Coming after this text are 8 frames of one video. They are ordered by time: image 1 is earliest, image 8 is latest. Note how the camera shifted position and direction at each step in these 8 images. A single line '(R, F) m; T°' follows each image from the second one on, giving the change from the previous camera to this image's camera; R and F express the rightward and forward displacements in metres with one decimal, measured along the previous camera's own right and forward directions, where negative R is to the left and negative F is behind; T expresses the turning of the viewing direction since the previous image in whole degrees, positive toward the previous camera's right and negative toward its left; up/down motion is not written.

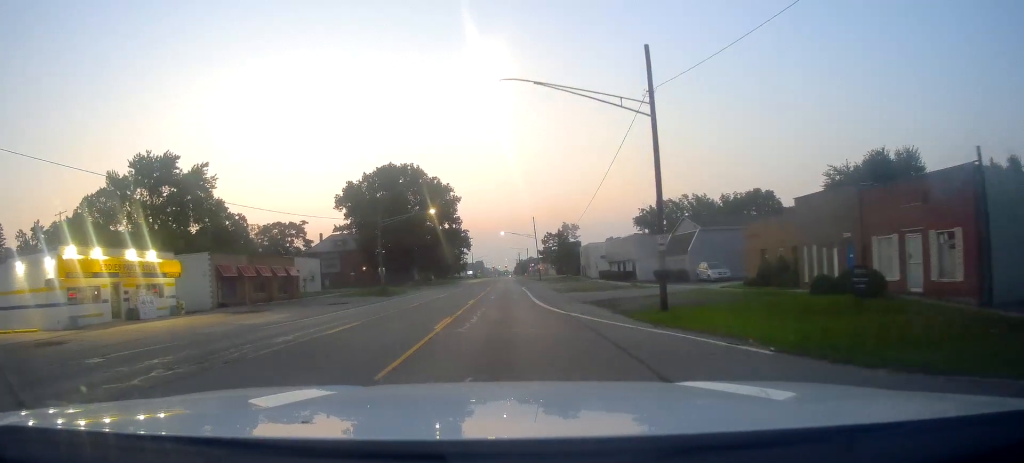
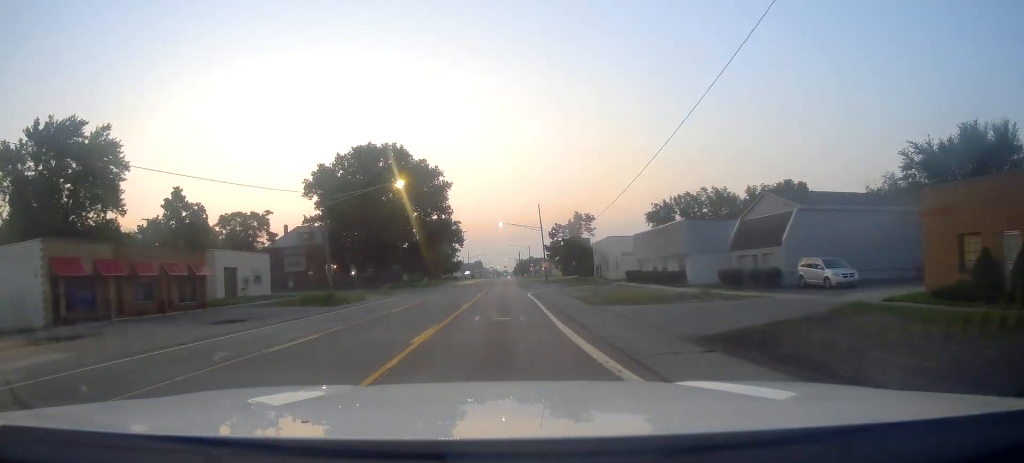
(+0.4, +19.5) m; +1°
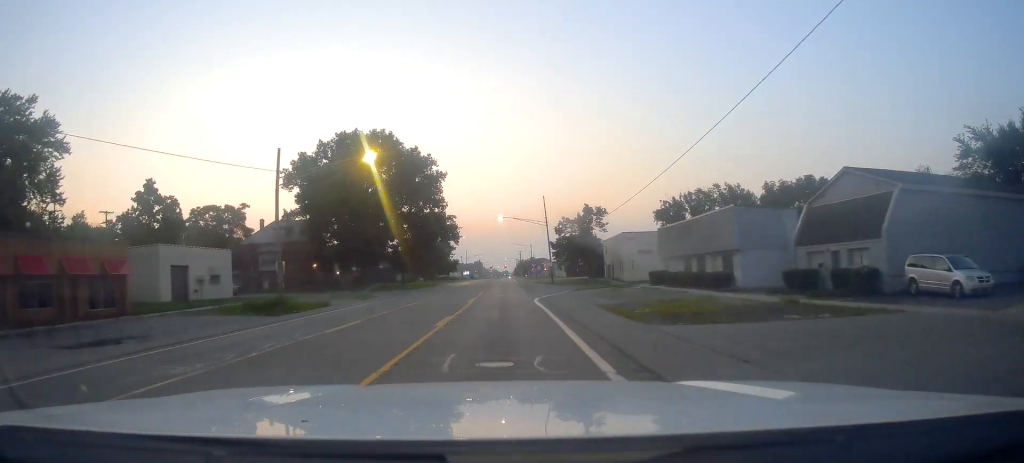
(+0.2, +10.6) m; 0°
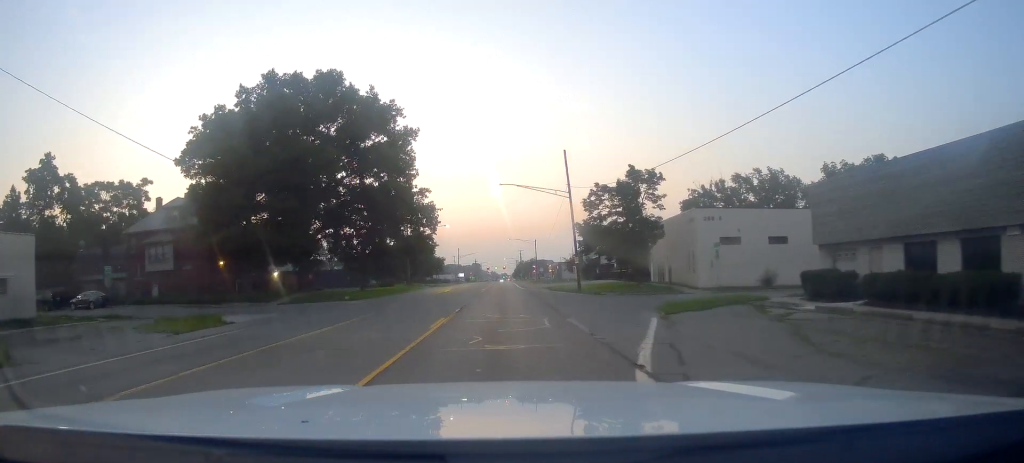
(-0.9, +29.6) m; -2°
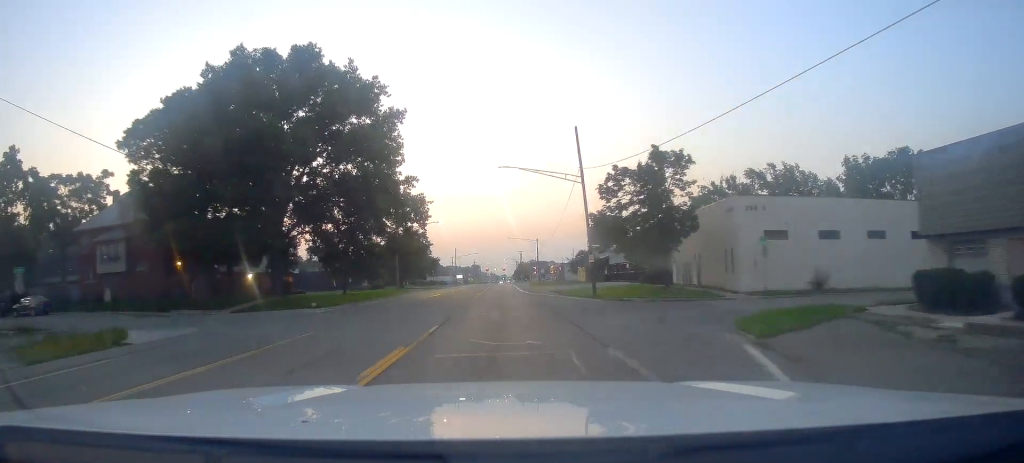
(0.0, +8.3) m; 0°
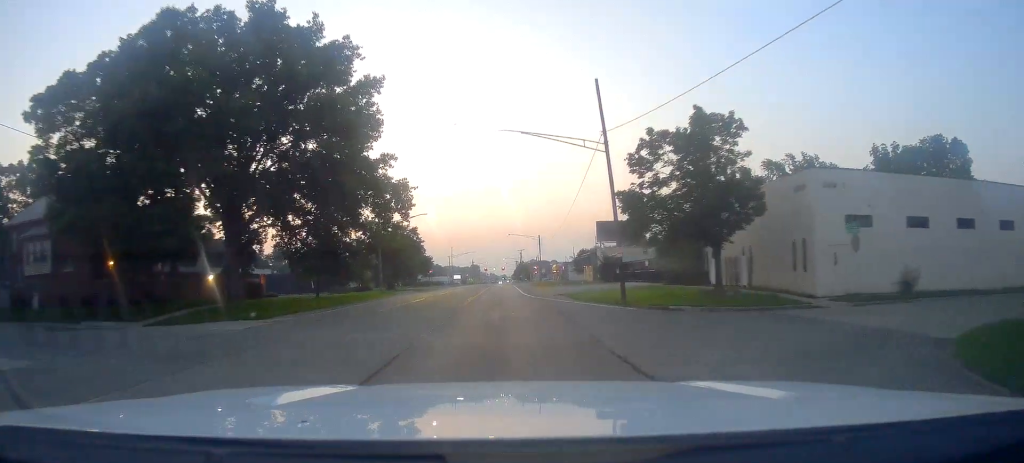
(0.0, +10.0) m; 0°
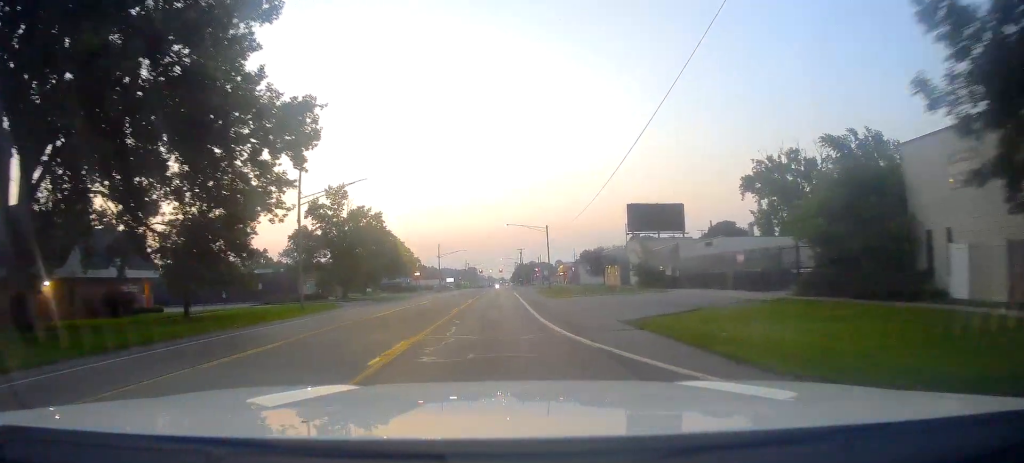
(+0.5, +25.3) m; +2°
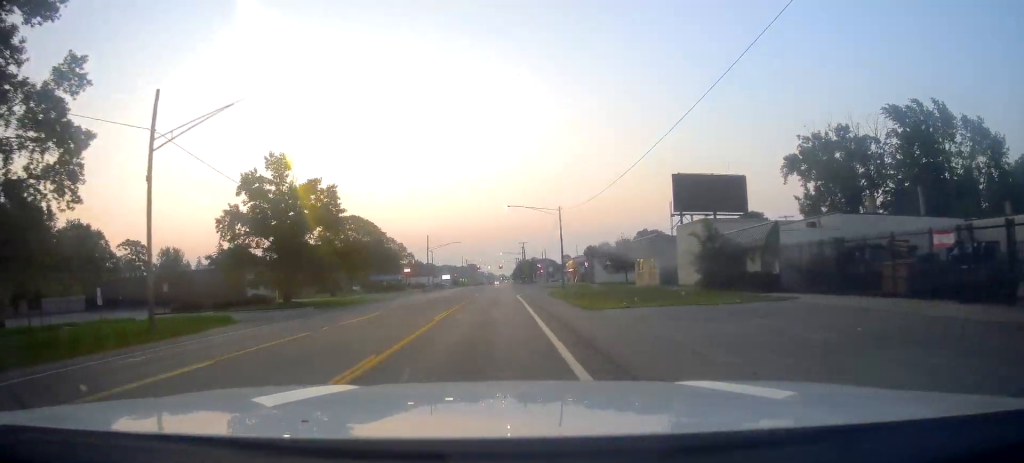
(0.0, +18.9) m; -2°
